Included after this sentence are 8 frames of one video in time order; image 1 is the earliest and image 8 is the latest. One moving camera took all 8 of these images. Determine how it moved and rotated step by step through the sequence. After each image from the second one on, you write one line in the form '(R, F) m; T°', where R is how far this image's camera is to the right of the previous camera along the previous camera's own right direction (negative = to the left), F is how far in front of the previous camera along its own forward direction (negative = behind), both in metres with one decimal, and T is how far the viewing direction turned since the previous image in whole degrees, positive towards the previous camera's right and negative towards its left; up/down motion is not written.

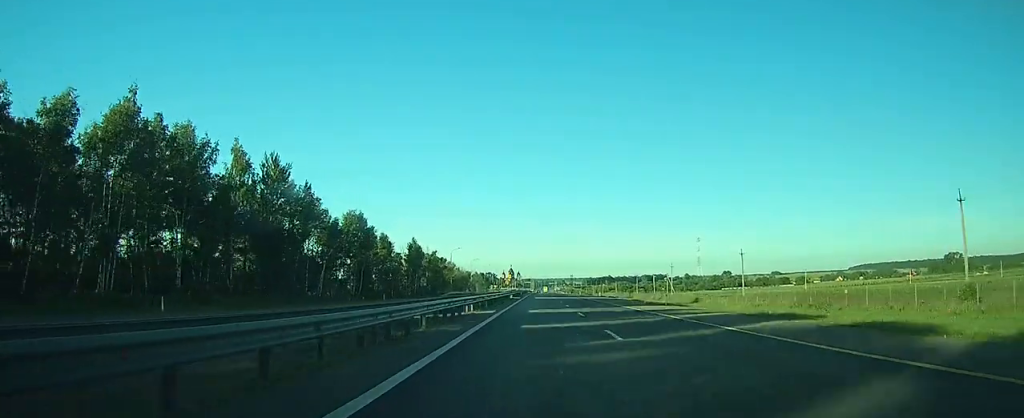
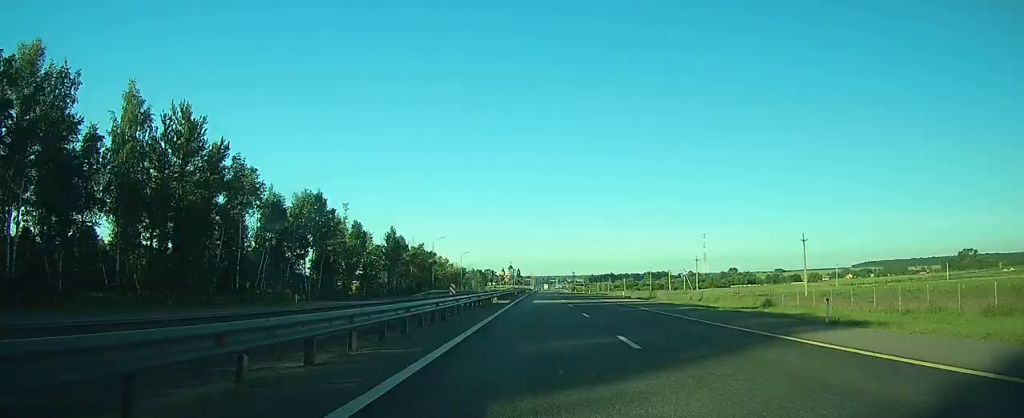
(0.0, +26.3) m; 0°
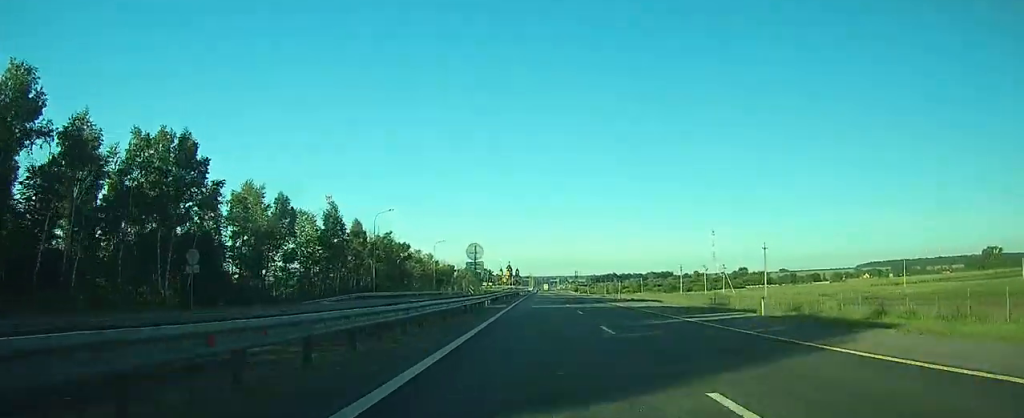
(+0.1, +43.6) m; 0°
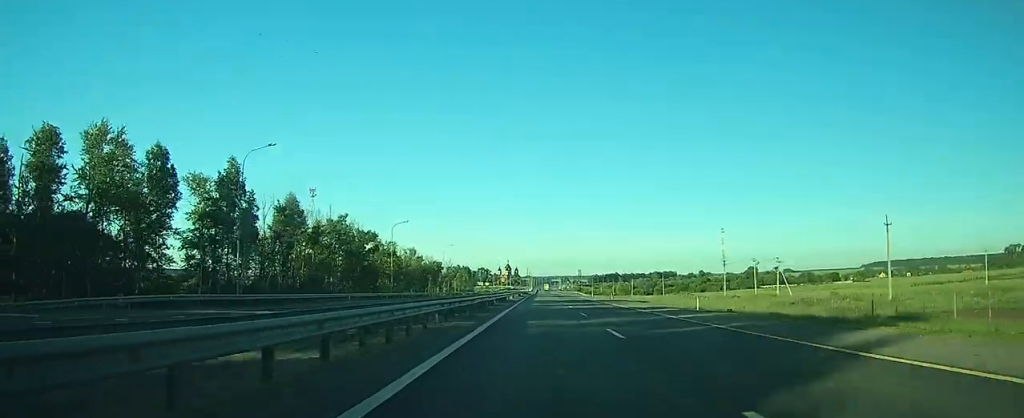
(0.0, +37.1) m; 0°
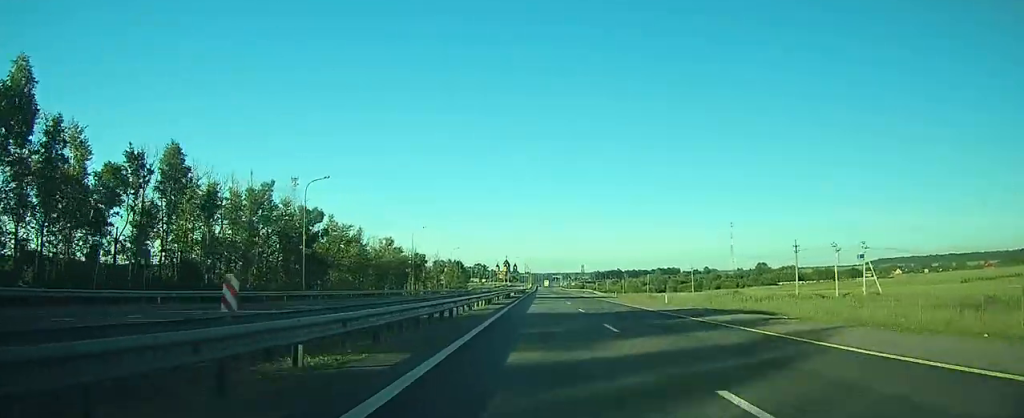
(0.0, +35.0) m; 0°
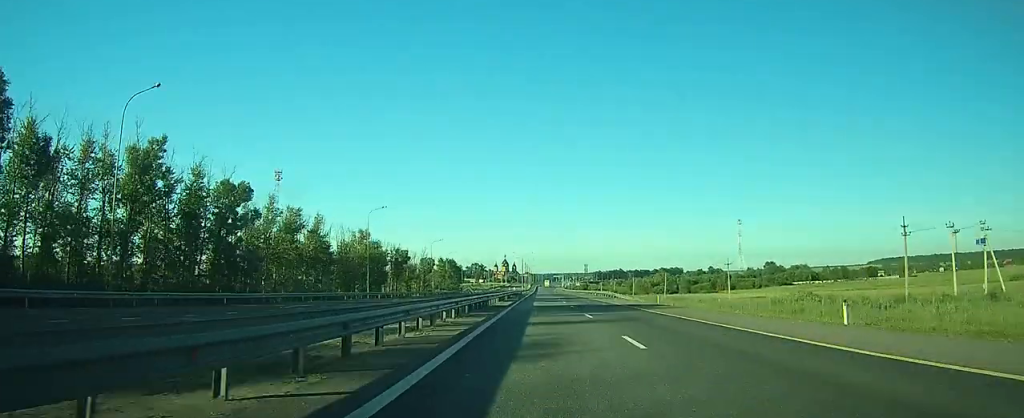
(-0.1, +28.1) m; 0°
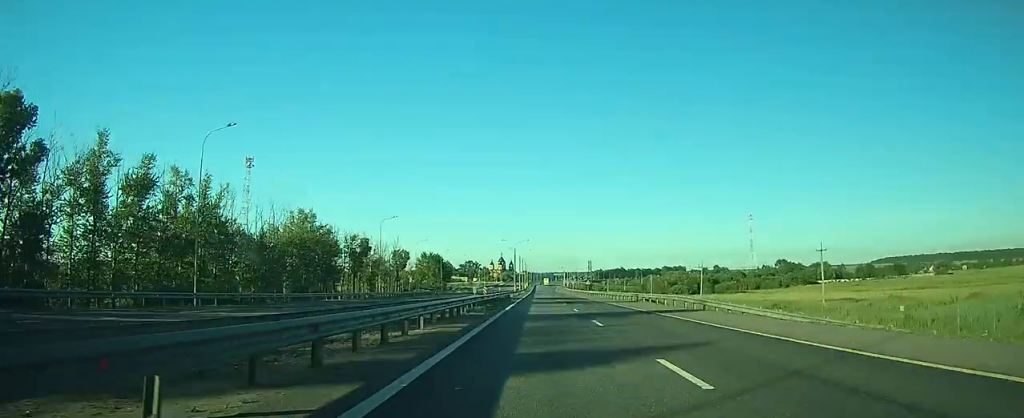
(0.0, +41.1) m; 0°
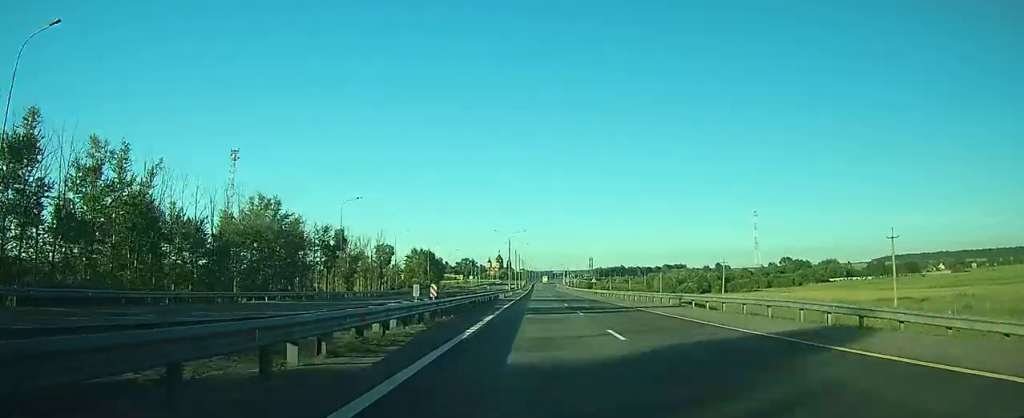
(0.0, +17.6) m; 0°
